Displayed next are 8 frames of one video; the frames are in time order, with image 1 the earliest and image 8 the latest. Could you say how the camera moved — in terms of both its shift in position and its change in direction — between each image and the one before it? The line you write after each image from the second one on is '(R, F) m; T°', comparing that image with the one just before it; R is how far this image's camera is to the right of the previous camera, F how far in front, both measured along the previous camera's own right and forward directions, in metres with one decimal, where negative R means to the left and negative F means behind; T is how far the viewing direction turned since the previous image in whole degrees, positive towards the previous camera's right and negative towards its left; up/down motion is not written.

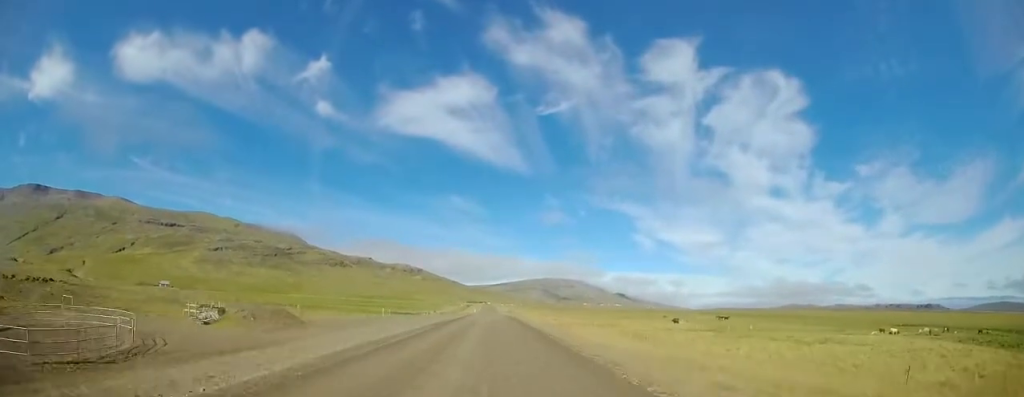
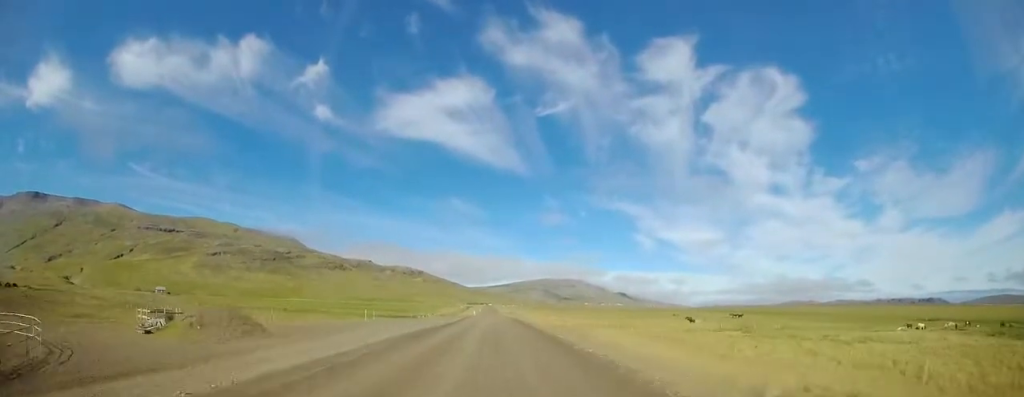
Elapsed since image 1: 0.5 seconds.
(0.0, +8.6) m; 0°
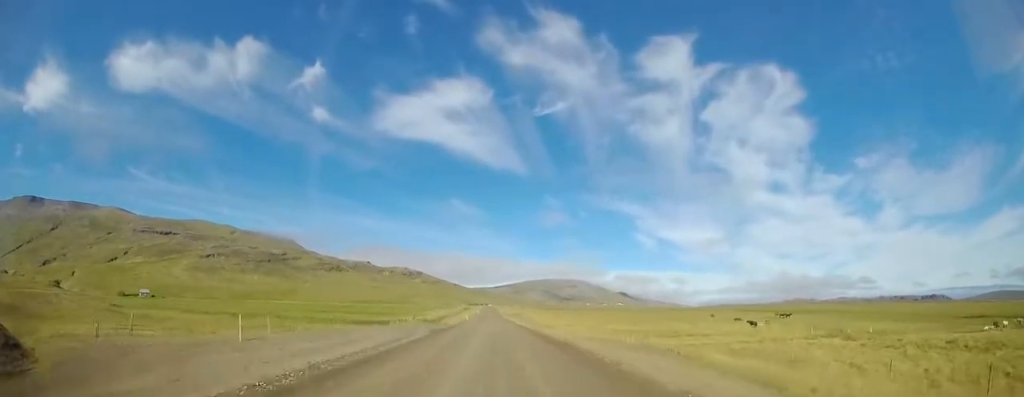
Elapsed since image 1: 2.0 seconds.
(+0.1, +26.4) m; +1°
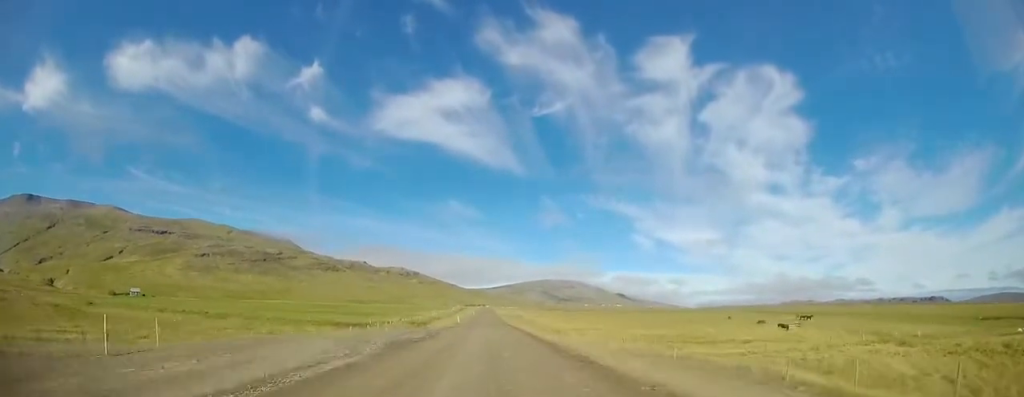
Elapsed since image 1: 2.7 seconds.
(+0.1, +10.8) m; +1°
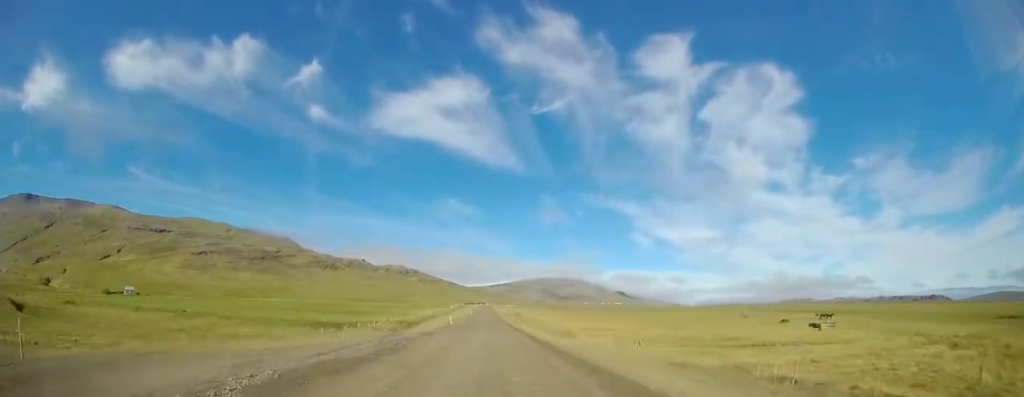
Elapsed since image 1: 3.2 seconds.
(+0.1, +8.5) m; 0°
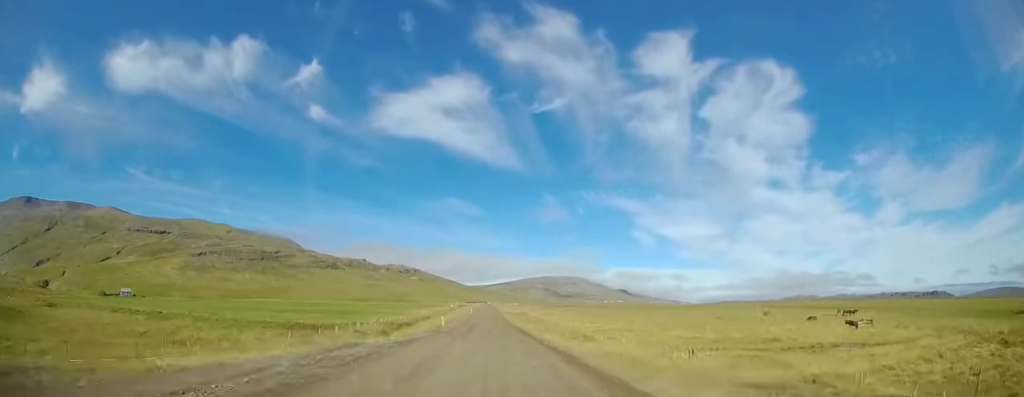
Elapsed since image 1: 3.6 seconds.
(+0.2, +7.9) m; -1°
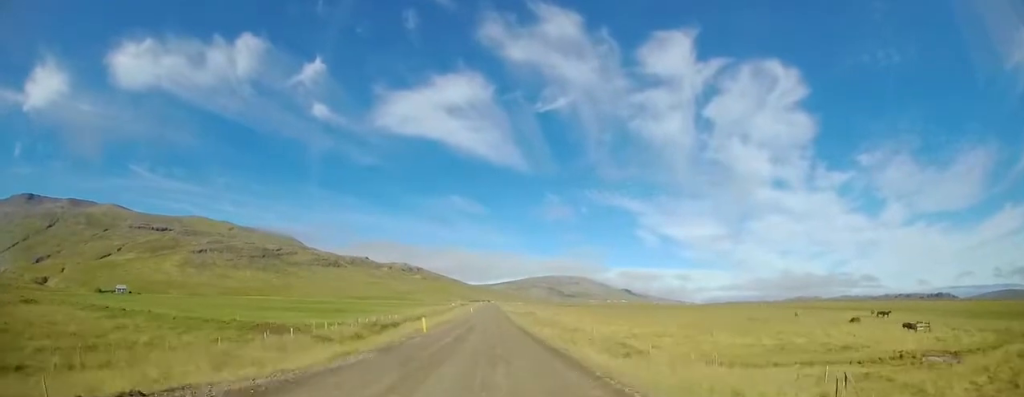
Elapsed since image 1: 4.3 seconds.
(-0.2, +10.7) m; 0°
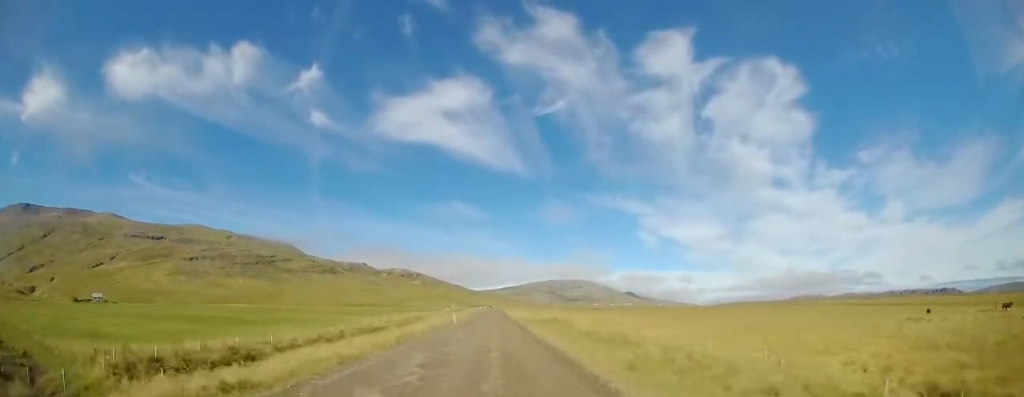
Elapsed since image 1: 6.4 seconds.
(+0.2, +35.5) m; +1°
